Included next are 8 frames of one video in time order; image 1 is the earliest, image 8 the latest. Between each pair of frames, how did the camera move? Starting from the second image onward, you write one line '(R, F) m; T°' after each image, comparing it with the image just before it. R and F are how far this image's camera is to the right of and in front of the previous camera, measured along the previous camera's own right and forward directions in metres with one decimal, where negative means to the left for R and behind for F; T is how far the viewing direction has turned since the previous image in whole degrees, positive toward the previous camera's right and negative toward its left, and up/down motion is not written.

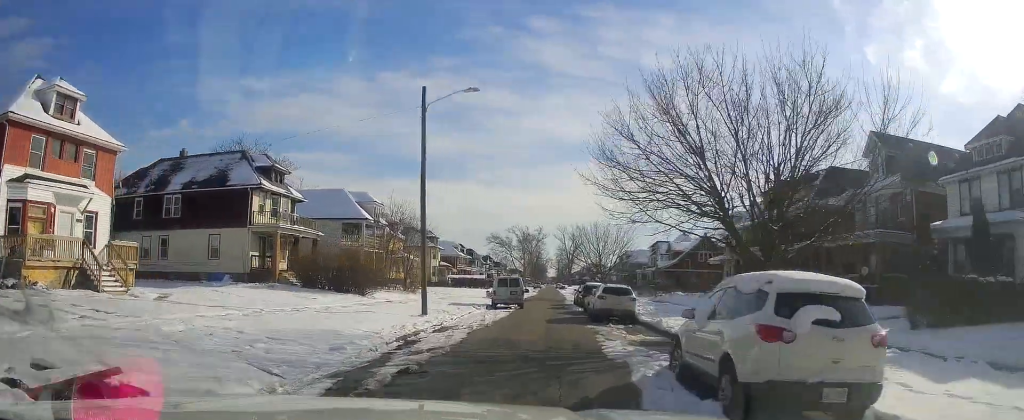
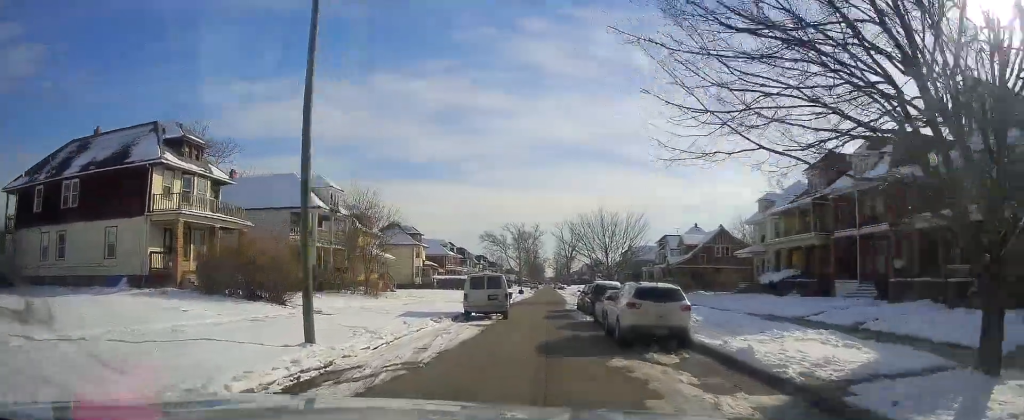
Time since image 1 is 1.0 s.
(-0.7, +11.1) m; 0°
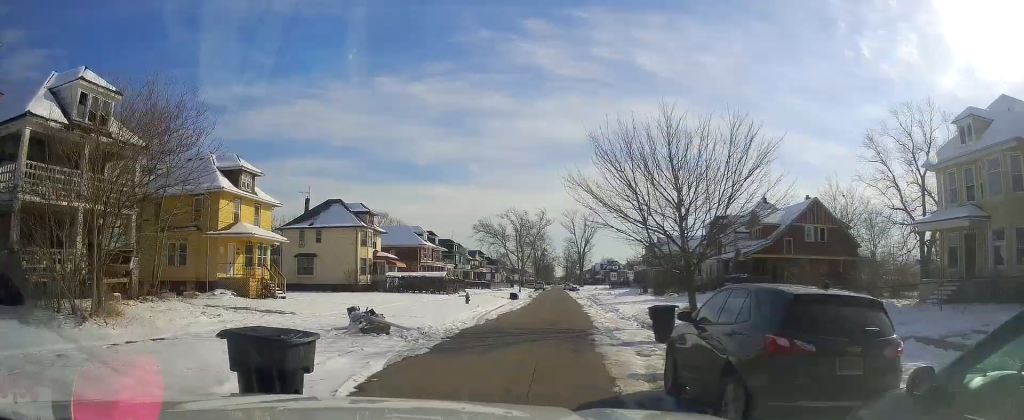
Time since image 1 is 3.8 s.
(0.0, +29.6) m; 0°
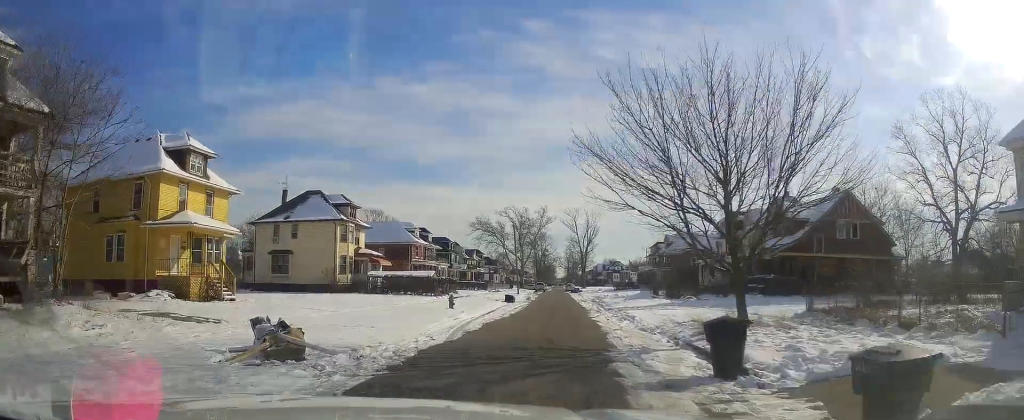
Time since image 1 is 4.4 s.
(+0.1, +6.4) m; +2°
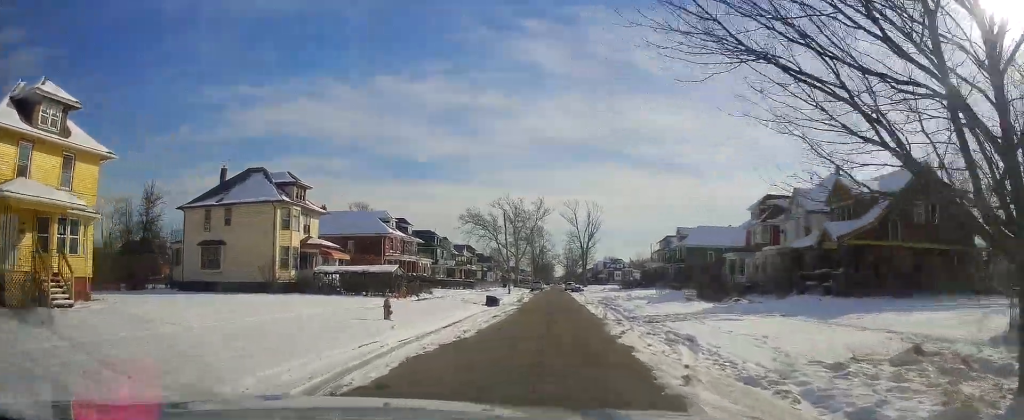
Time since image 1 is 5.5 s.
(+0.7, +12.1) m; +1°
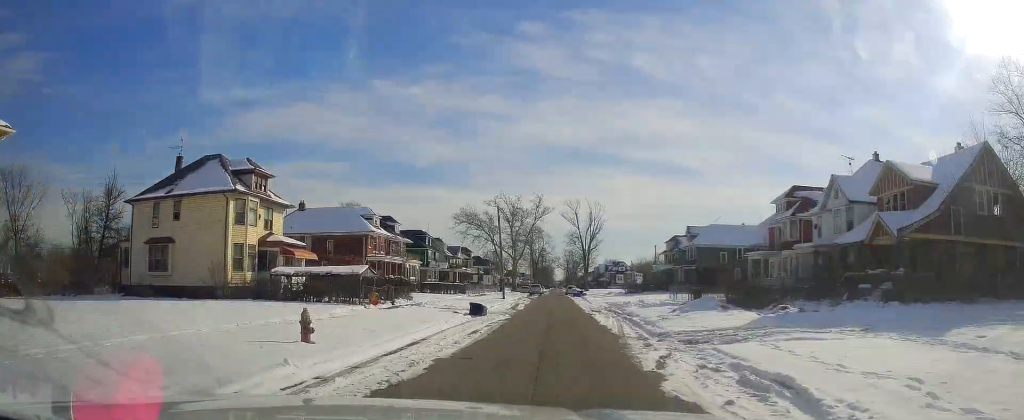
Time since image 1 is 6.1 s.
(-0.3, +6.8) m; -2°
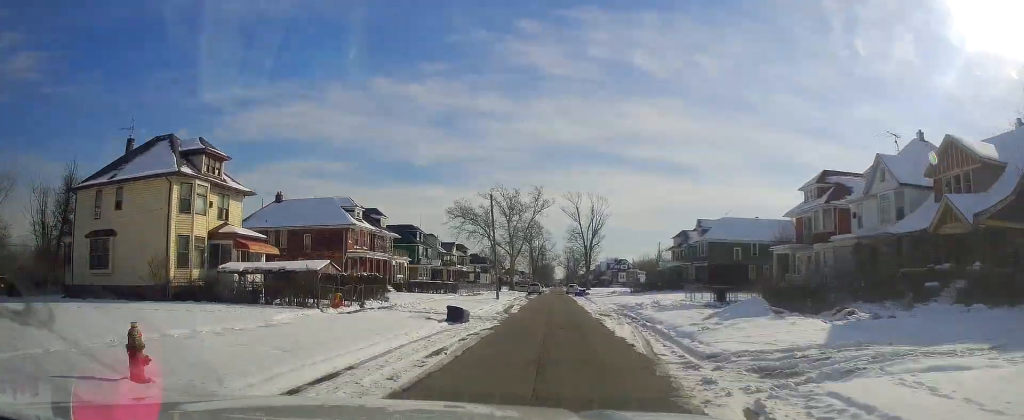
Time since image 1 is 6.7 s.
(0.0, +6.3) m; 0°
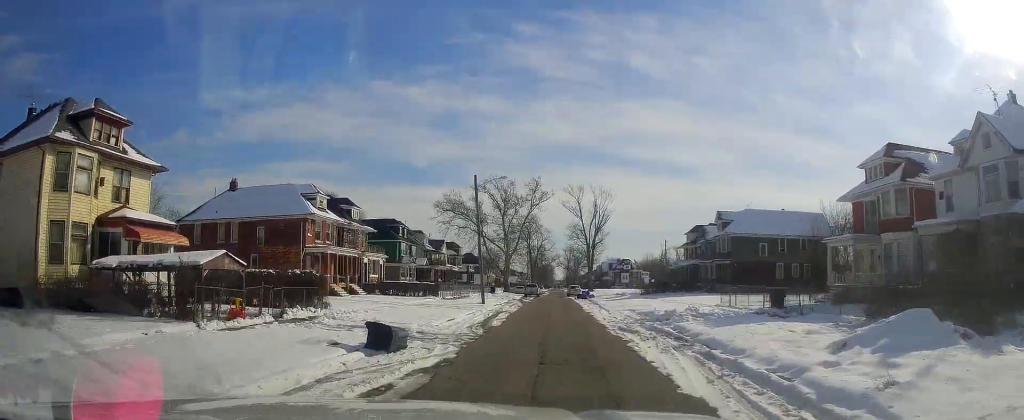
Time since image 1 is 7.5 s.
(0.0, +10.0) m; -1°
